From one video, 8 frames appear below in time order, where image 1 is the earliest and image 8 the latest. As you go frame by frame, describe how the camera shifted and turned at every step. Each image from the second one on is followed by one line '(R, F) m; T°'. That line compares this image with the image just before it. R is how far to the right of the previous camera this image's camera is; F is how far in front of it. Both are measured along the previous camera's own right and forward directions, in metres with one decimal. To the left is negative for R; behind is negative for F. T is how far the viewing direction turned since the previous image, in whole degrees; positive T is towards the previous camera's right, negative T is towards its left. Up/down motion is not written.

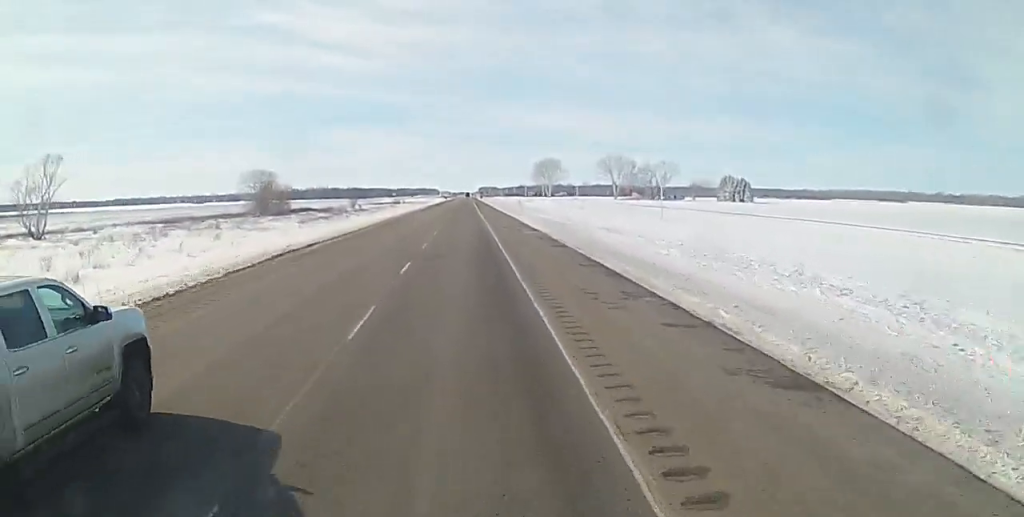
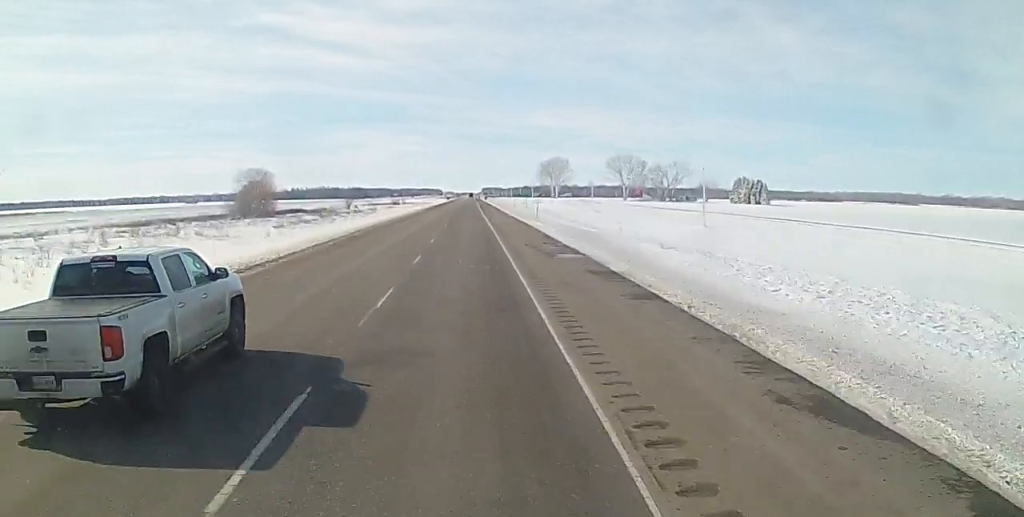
(0.0, +20.0) m; -1°
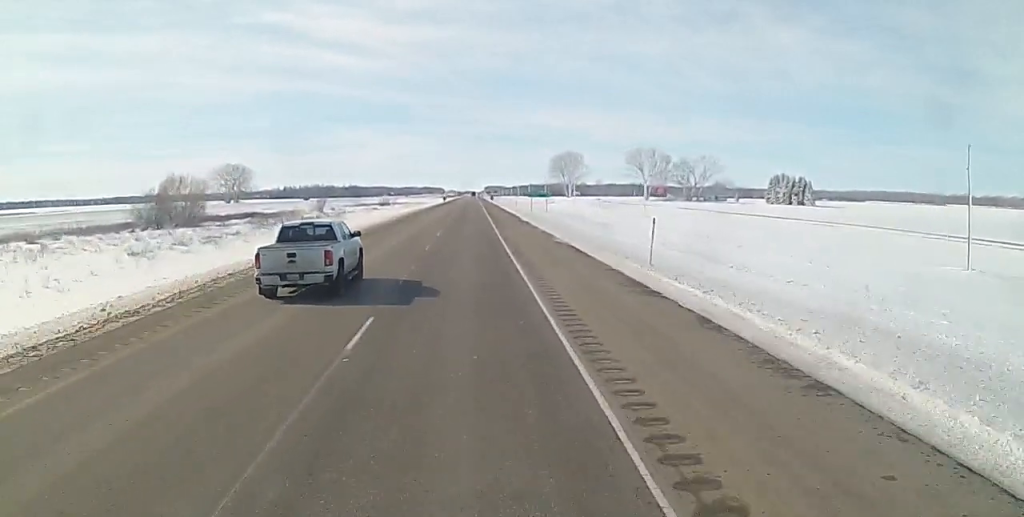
(-0.4, +54.8) m; 0°
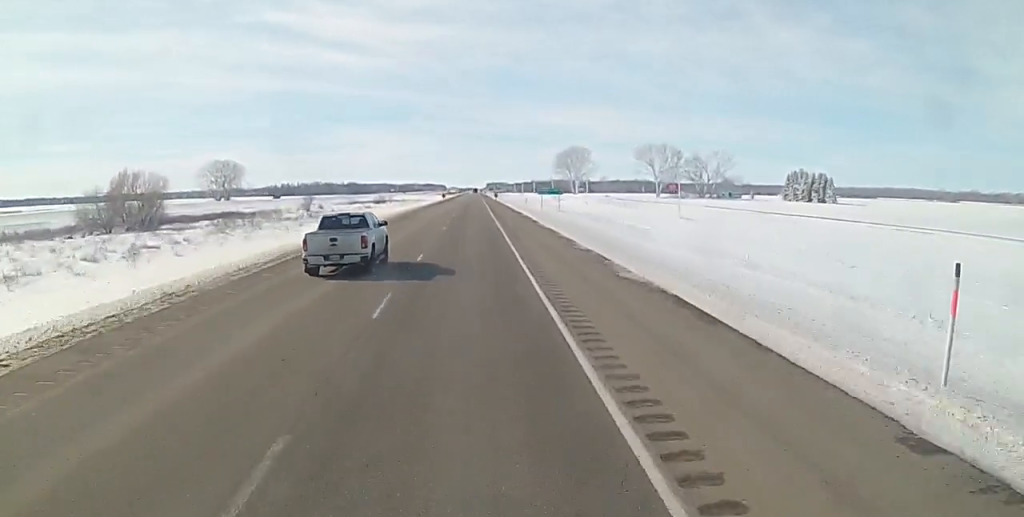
(0.0, +21.0) m; 0°
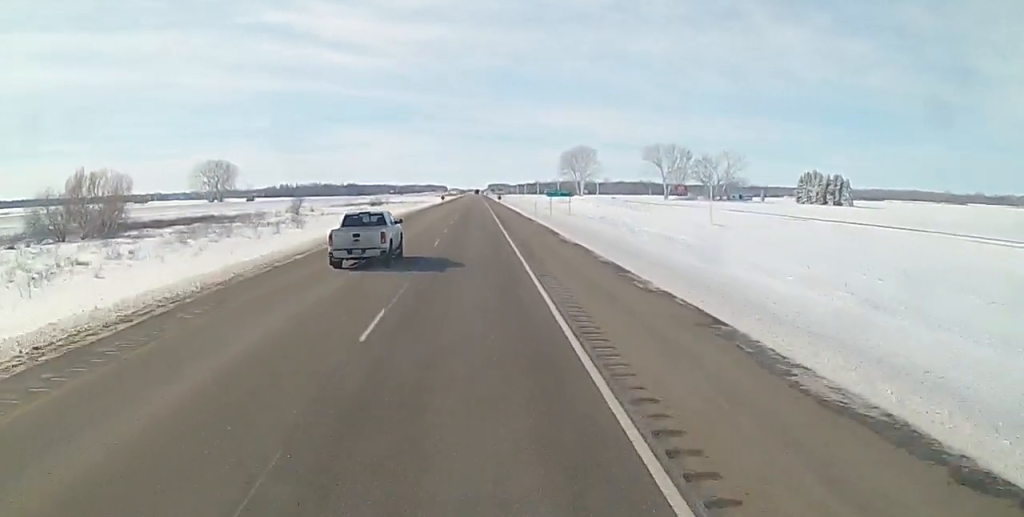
(-0.3, +14.6) m; 0°
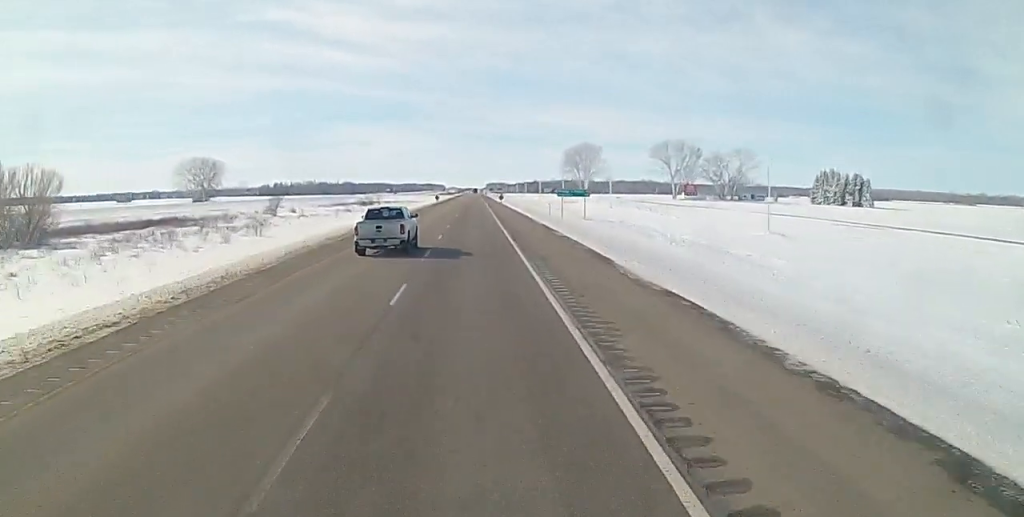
(+0.3, +20.1) m; 0°
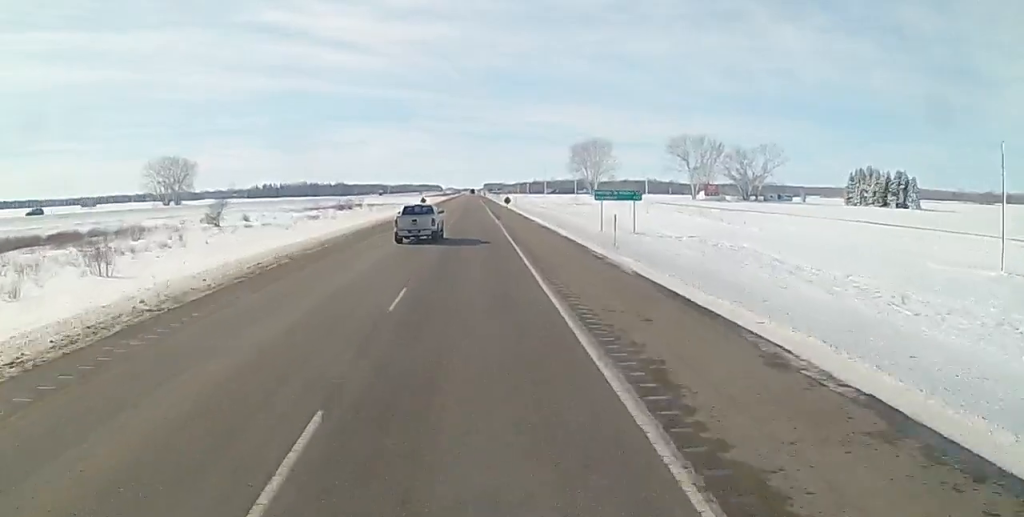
(-0.4, +37.5) m; 0°
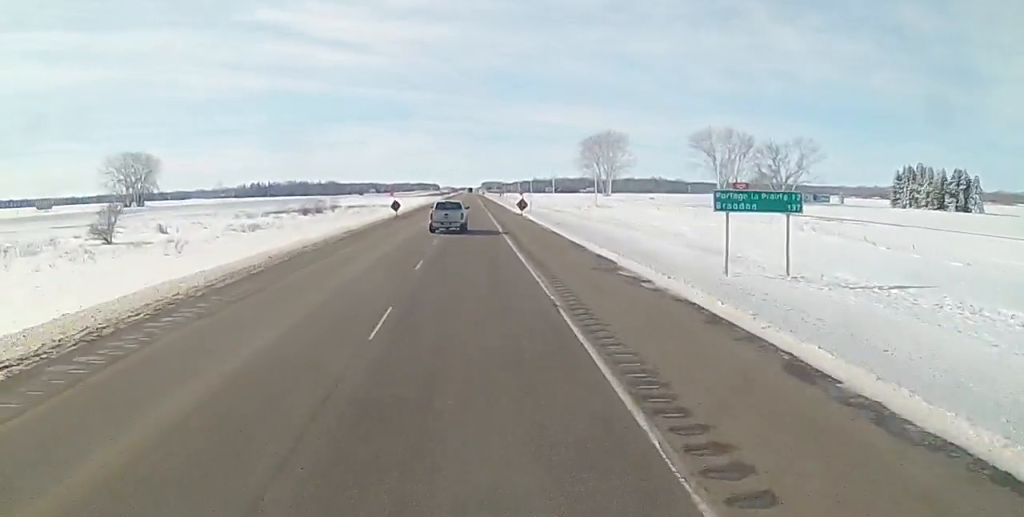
(+1.3, +40.1) m; +2°
